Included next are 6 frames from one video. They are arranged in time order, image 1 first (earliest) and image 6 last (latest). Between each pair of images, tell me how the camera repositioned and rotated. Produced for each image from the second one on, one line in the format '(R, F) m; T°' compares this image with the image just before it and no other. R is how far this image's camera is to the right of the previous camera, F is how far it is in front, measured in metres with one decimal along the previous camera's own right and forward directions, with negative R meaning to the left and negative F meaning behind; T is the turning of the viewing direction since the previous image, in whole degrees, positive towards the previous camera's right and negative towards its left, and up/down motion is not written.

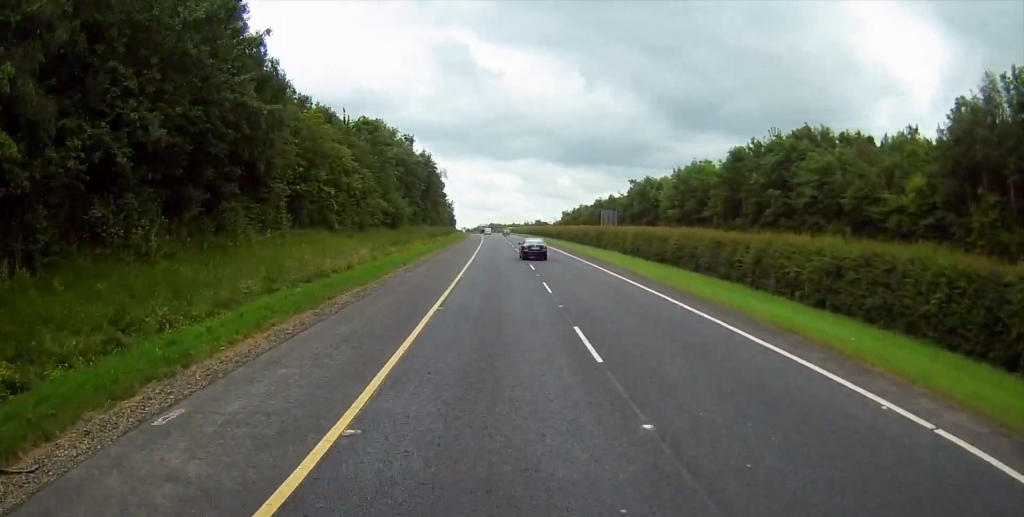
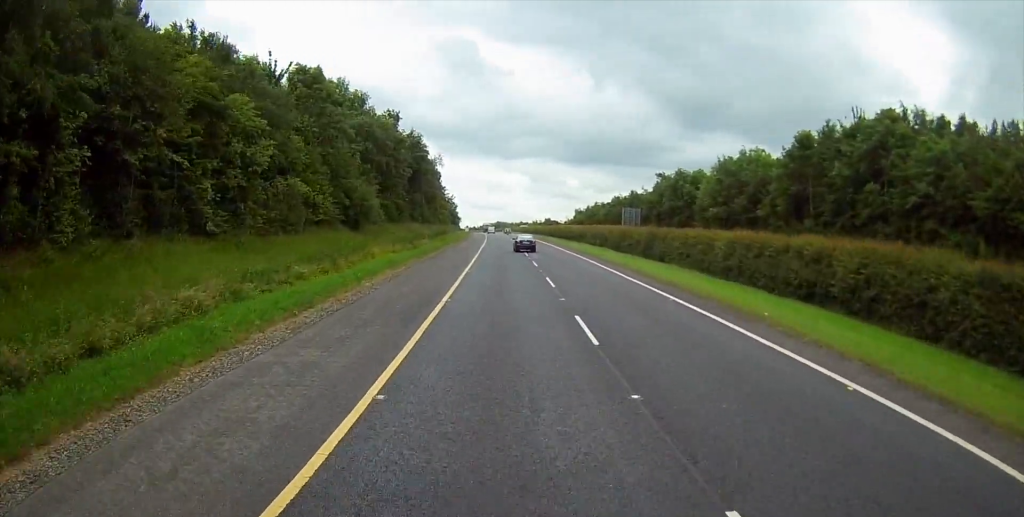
(0.0, +22.3) m; -1°
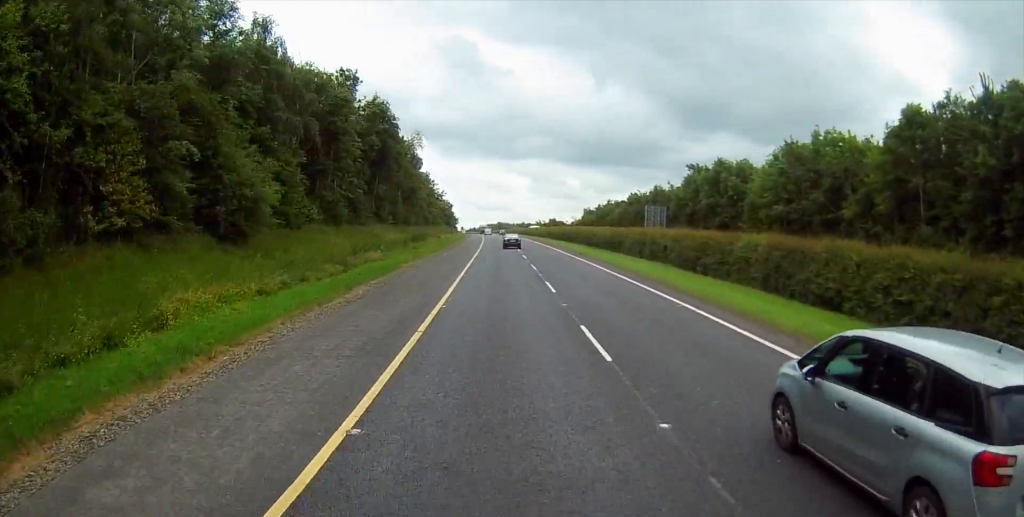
(-0.3, +25.4) m; 0°
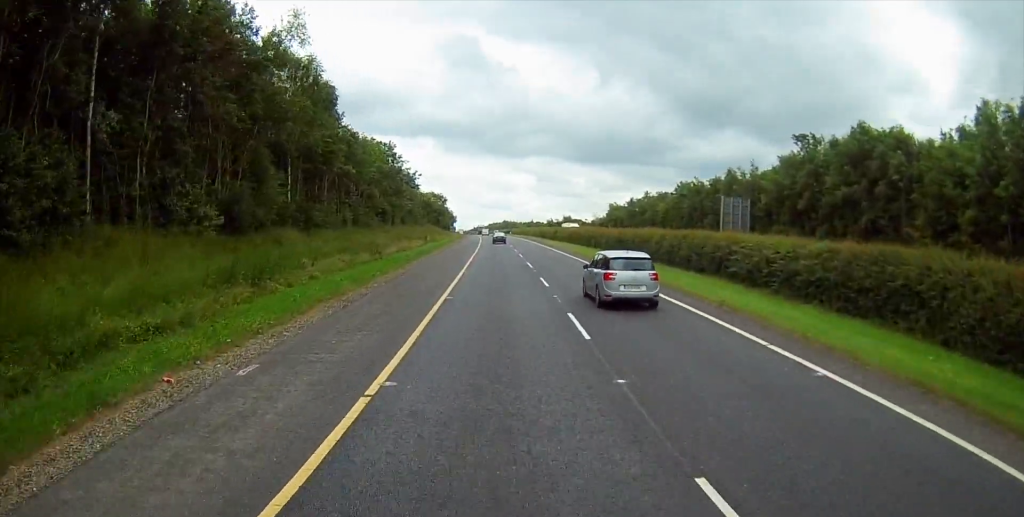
(0.0, +45.5) m; -1°
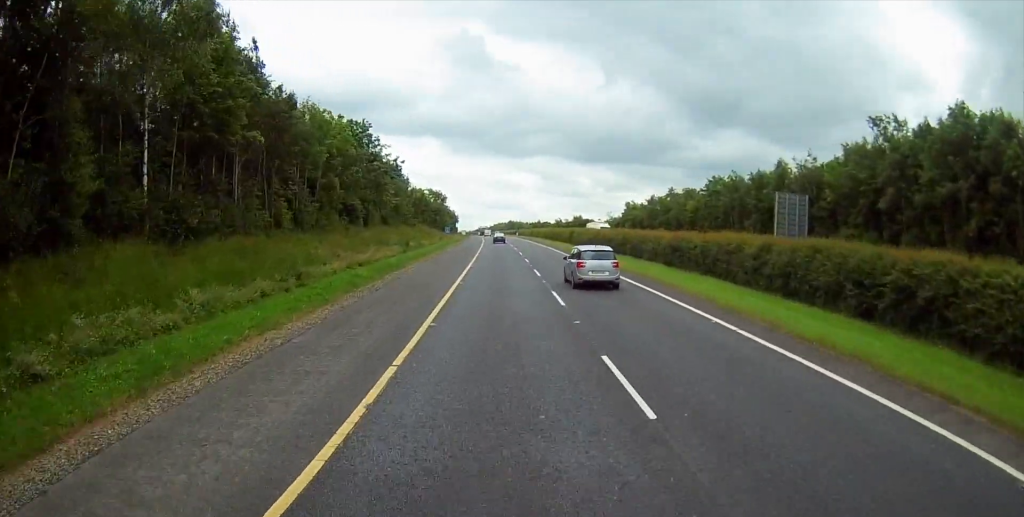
(0.0, +17.8) m; 0°
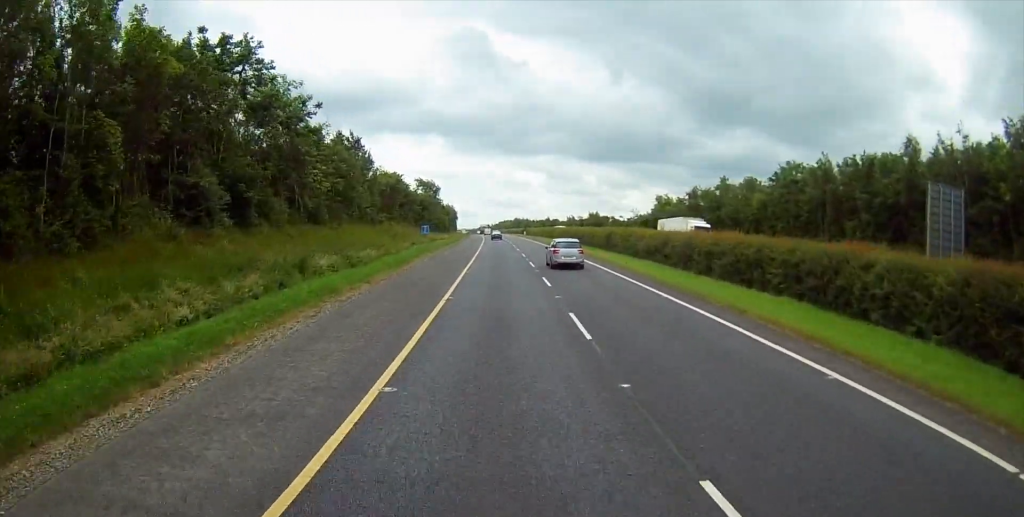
(0.0, +30.0) m; 0°
